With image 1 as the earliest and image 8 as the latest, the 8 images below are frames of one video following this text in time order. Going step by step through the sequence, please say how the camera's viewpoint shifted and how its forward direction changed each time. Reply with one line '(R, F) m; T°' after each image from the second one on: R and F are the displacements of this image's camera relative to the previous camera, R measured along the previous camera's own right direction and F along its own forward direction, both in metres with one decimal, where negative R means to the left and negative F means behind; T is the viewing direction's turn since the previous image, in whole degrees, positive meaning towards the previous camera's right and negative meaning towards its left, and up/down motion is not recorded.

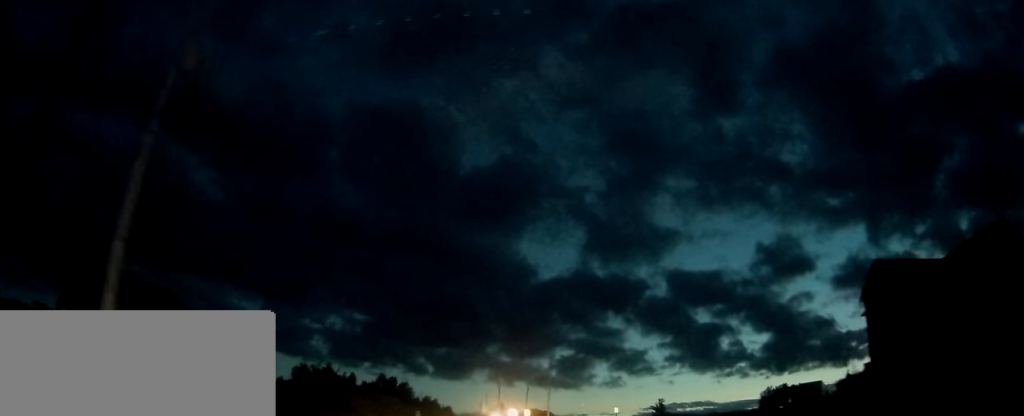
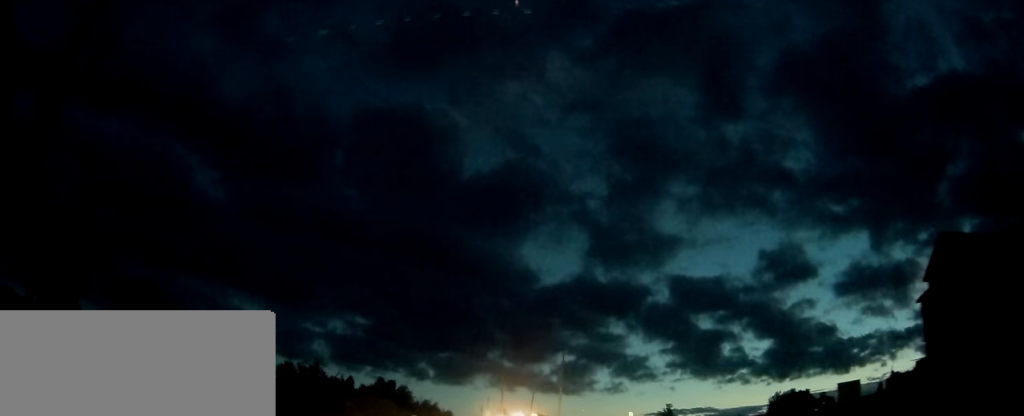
(0.0, +6.9) m; 0°
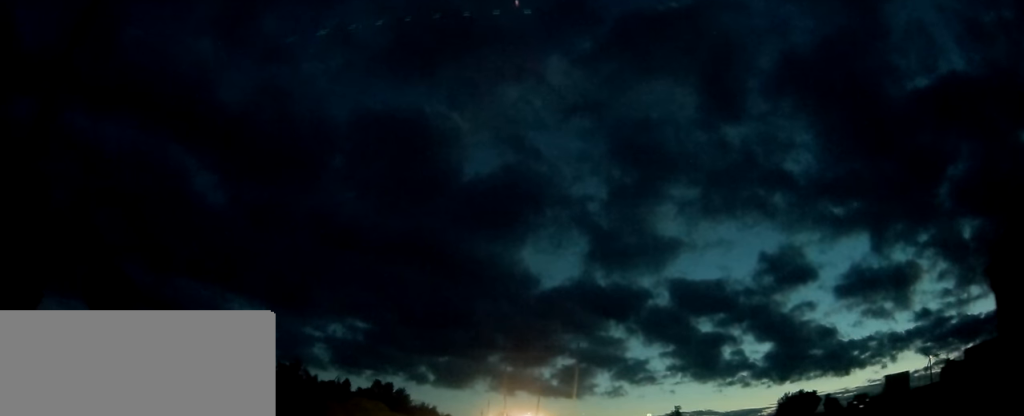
(+0.2, +7.6) m; 0°
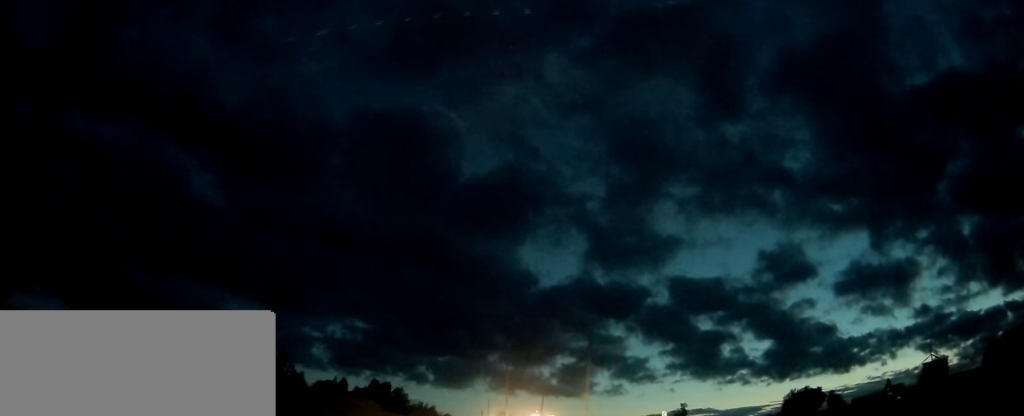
(-0.2, +5.1) m; -1°
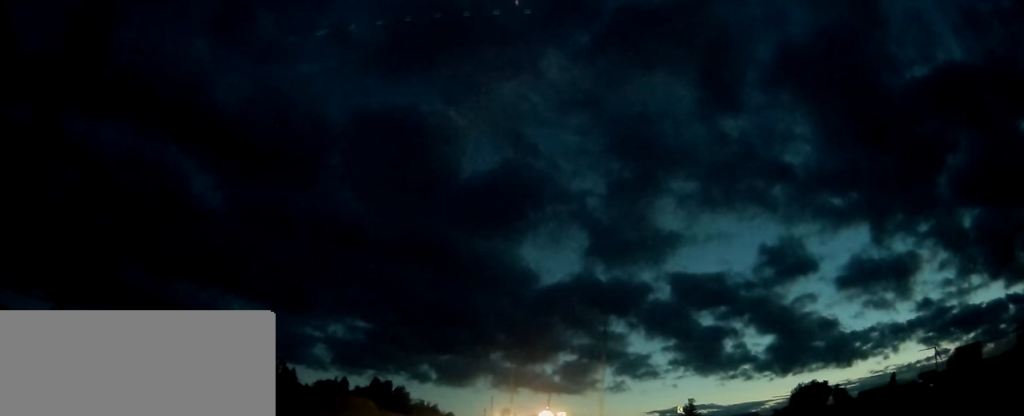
(-0.1, +3.8) m; -1°
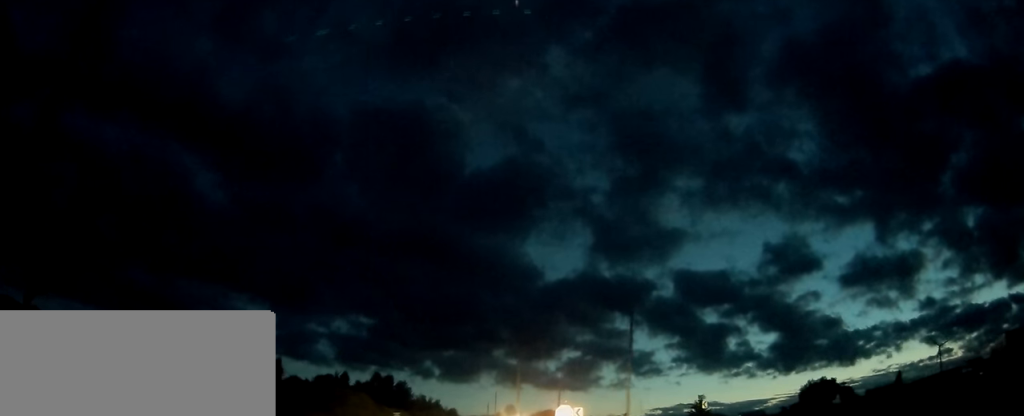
(+0.1, +5.3) m; 0°
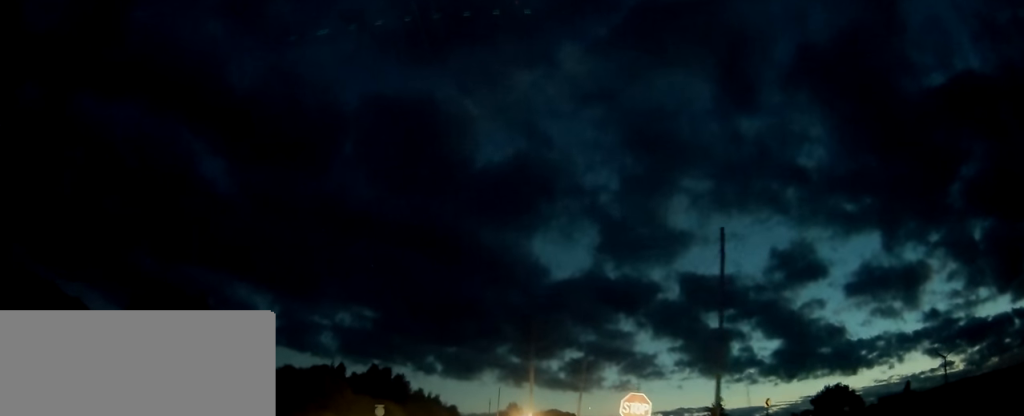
(0.0, +10.6) m; -1°
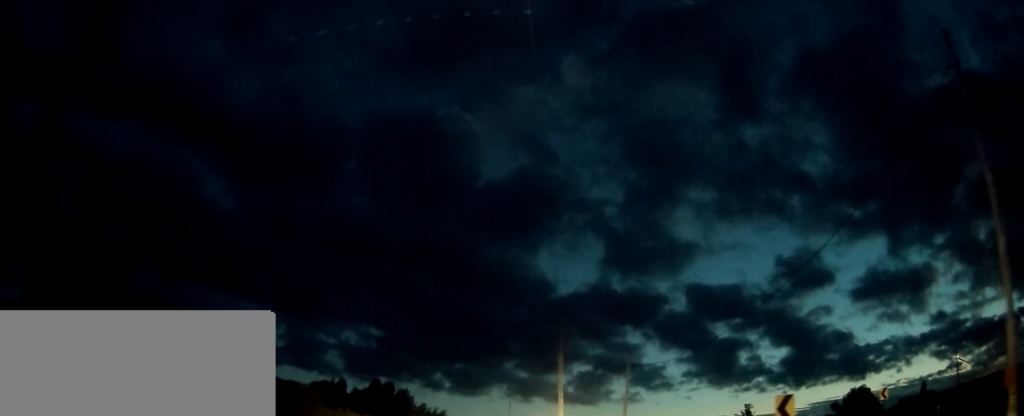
(+0.5, +10.7) m; +3°
